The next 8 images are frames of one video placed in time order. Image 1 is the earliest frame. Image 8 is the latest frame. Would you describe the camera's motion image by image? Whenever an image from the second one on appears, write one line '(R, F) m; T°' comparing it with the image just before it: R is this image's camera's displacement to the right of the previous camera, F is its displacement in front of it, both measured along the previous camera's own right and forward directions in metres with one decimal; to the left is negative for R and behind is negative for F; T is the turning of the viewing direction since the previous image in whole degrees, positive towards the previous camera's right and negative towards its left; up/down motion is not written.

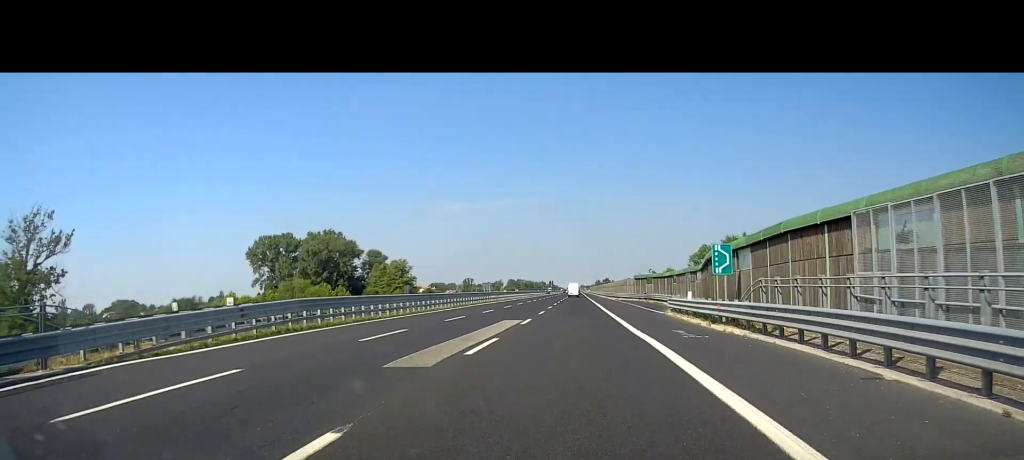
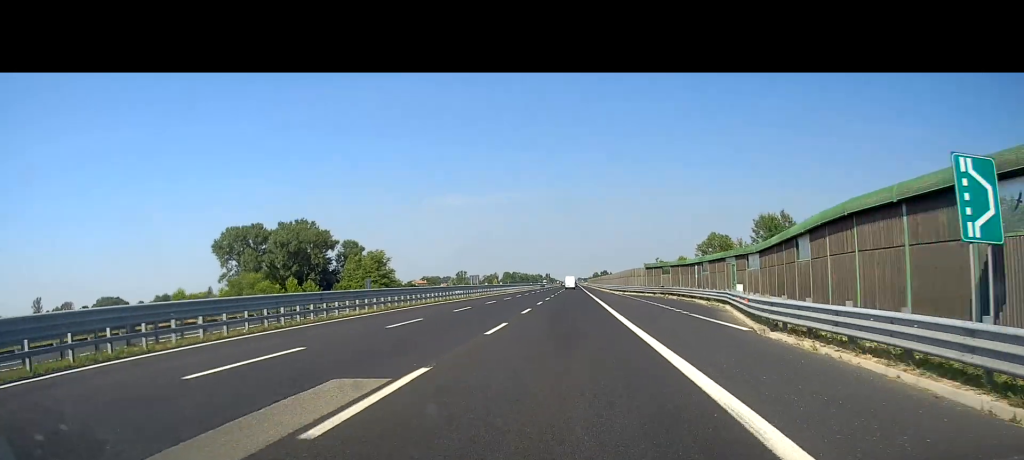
(+0.3, +19.3) m; 0°
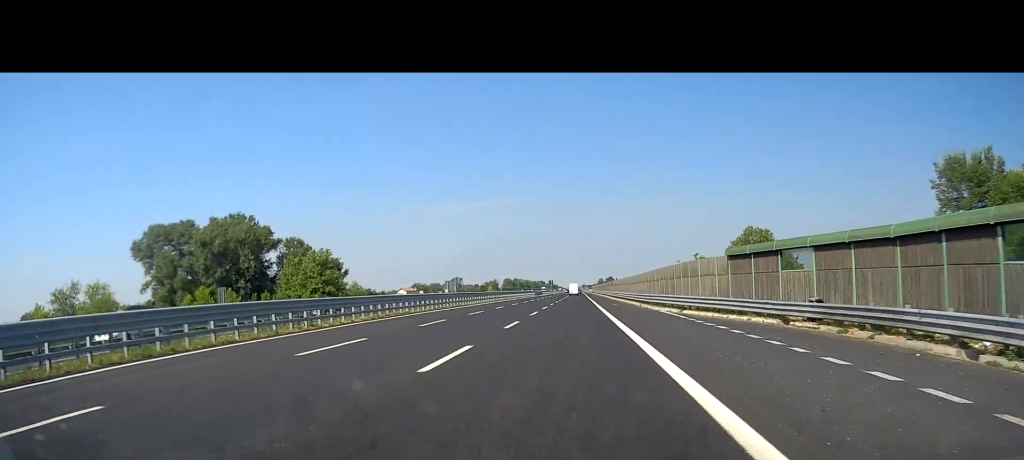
(-0.7, +41.2) m; -1°
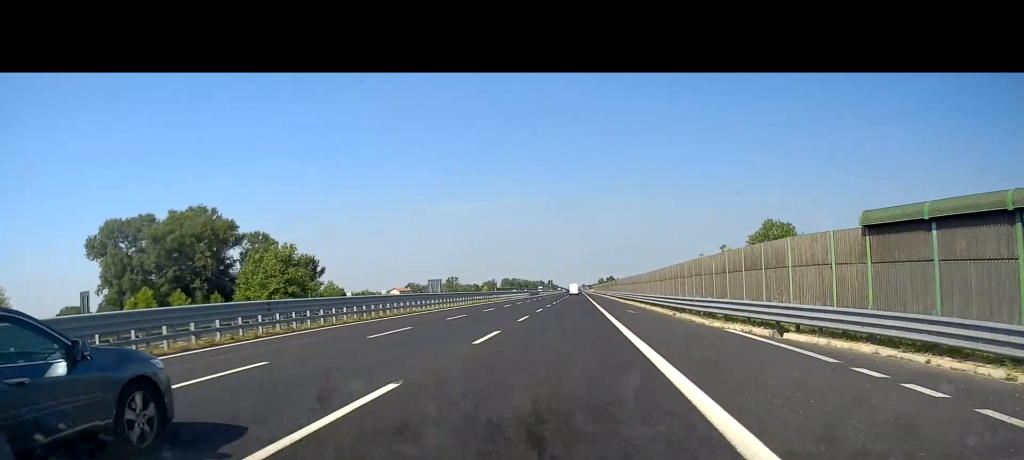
(+0.1, +17.5) m; +1°
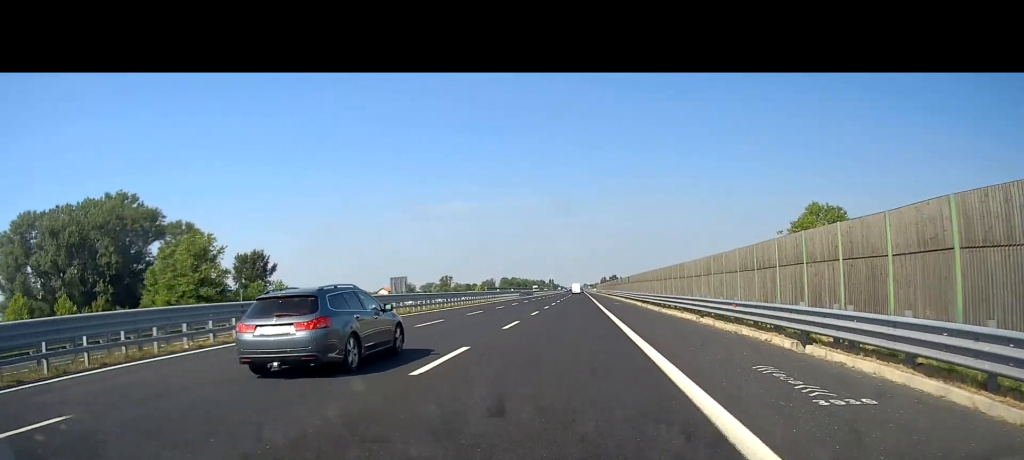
(+0.3, +28.8) m; 0°
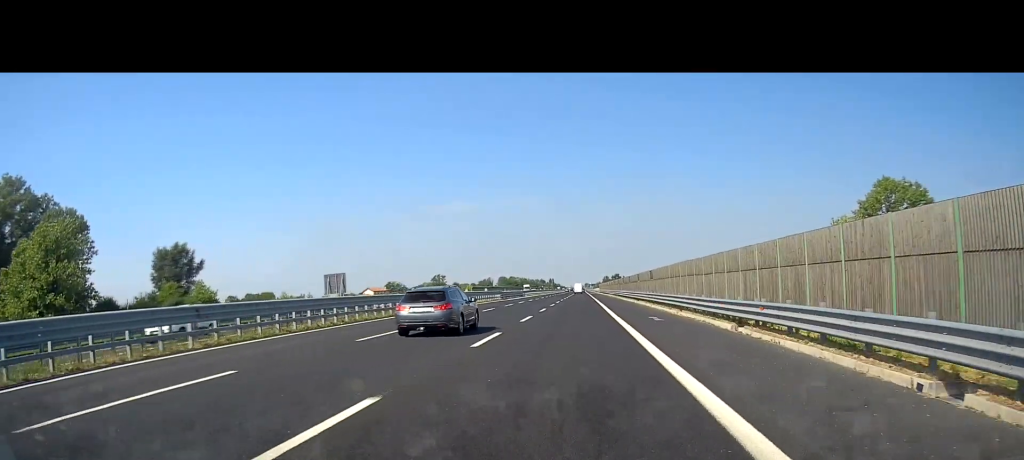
(-0.2, +29.8) m; 0°
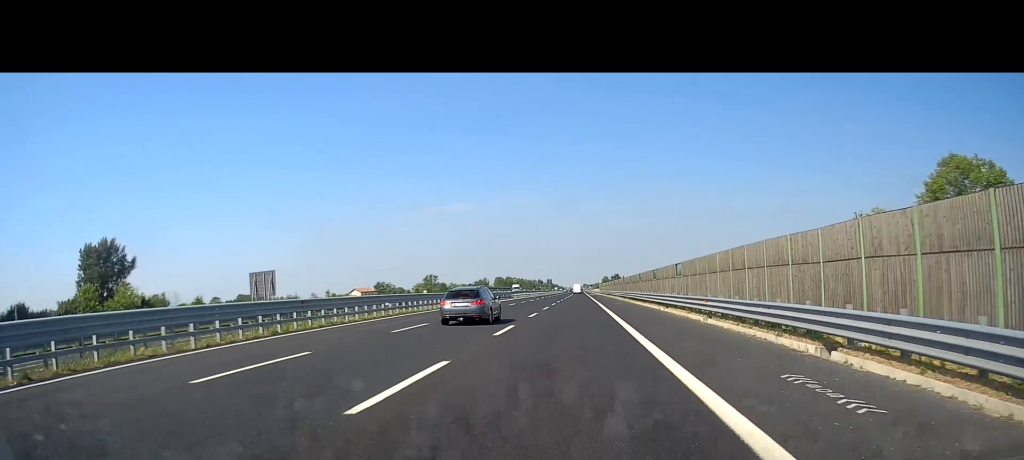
(0.0, +19.4) m; 0°
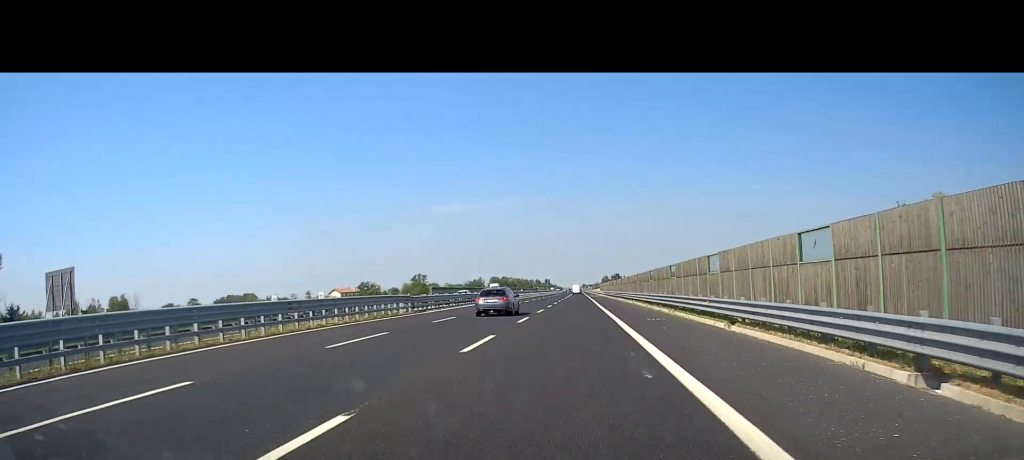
(0.0, +28.3) m; -1°
